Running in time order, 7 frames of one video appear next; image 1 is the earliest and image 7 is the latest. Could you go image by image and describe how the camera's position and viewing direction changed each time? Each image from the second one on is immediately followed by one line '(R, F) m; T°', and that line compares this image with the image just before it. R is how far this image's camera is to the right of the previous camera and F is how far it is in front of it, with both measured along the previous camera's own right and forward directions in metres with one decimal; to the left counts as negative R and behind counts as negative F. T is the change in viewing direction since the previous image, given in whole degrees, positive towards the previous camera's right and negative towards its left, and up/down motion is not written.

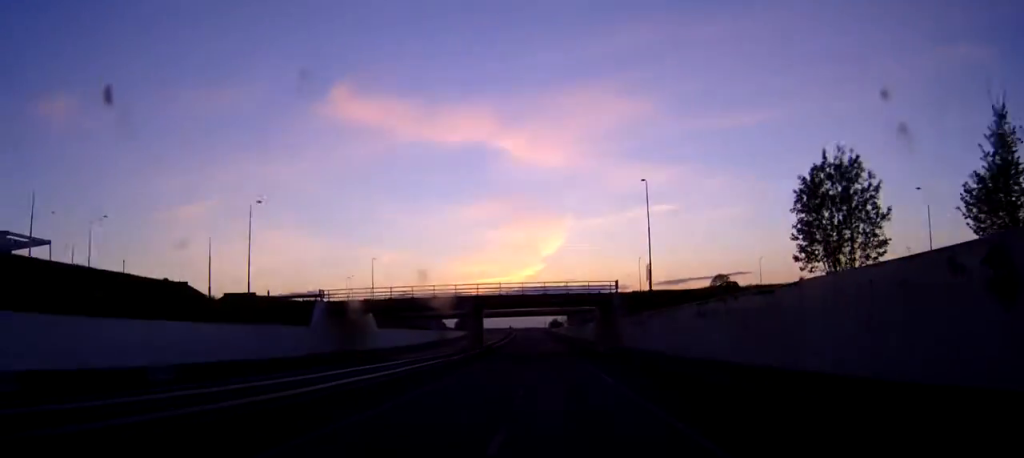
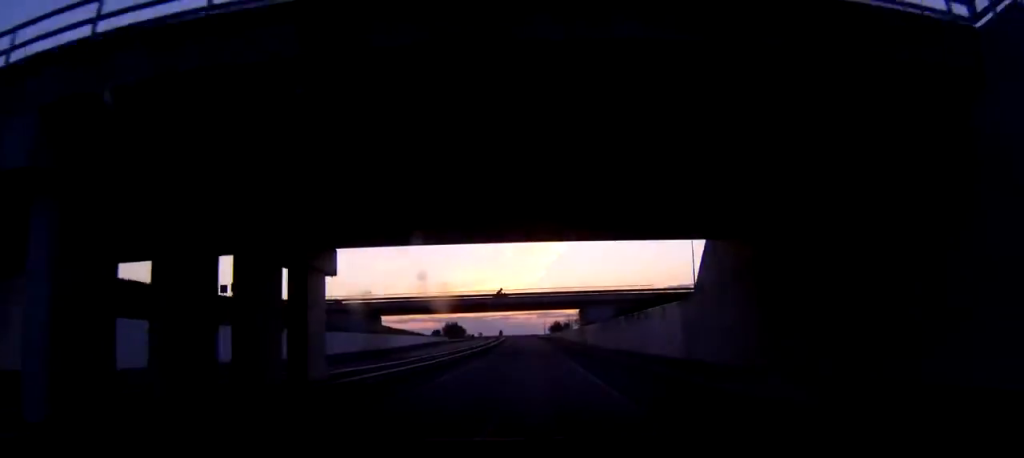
(+0.2, +56.4) m; 0°
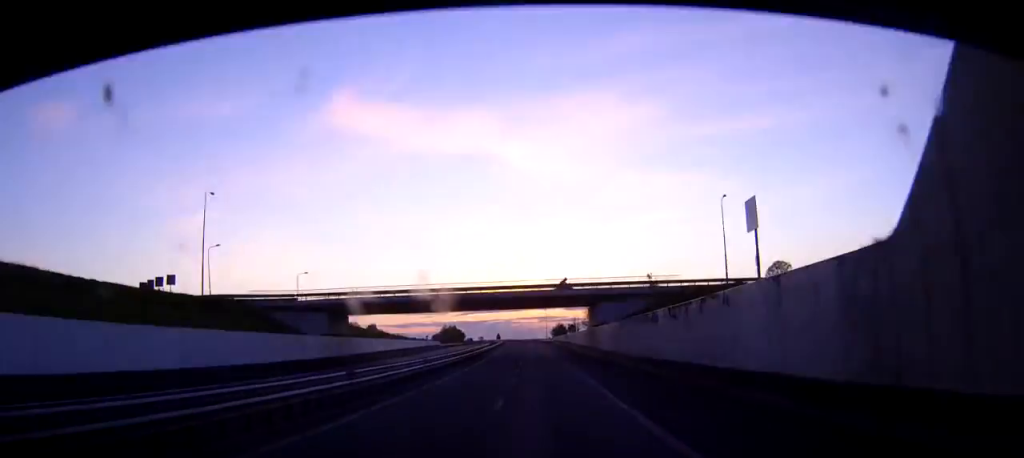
(+0.1, +16.8) m; -1°
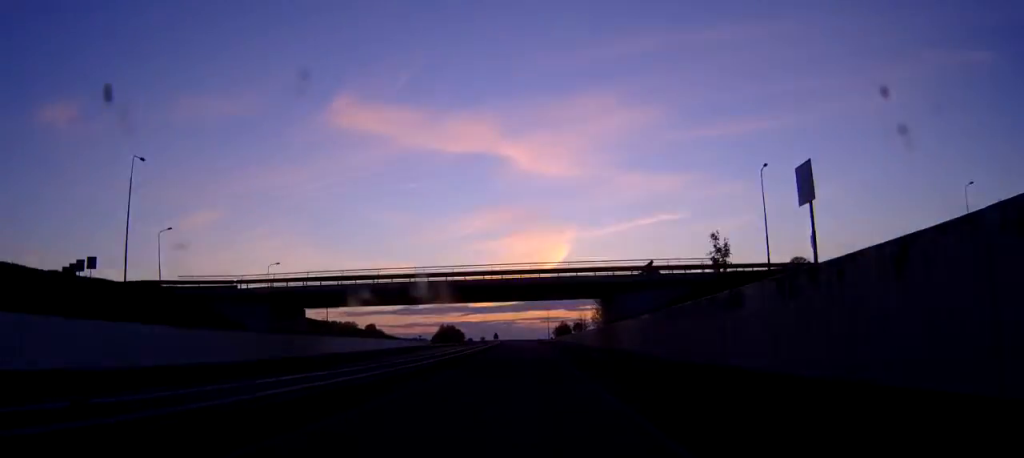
(-0.5, +15.0) m; -1°
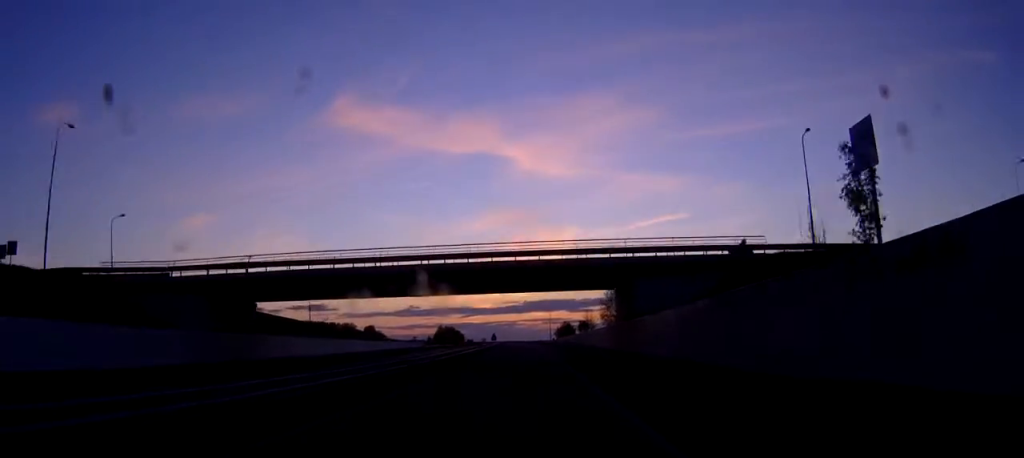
(-0.1, +11.4) m; 0°
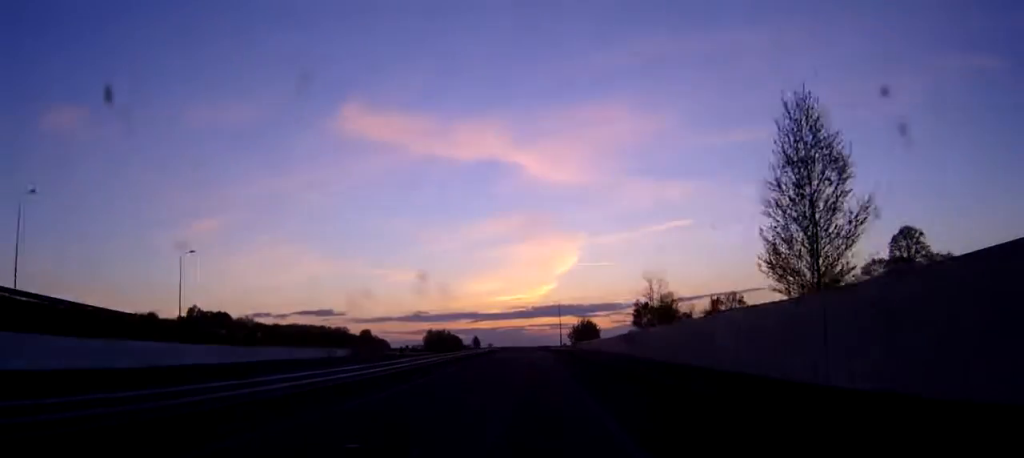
(+0.9, +51.1) m; +2°
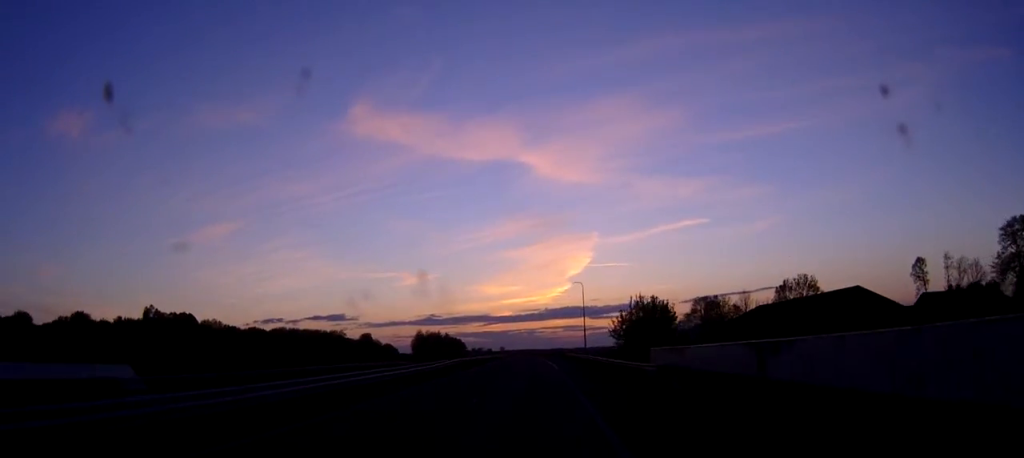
(-0.8, +53.3) m; -2°
